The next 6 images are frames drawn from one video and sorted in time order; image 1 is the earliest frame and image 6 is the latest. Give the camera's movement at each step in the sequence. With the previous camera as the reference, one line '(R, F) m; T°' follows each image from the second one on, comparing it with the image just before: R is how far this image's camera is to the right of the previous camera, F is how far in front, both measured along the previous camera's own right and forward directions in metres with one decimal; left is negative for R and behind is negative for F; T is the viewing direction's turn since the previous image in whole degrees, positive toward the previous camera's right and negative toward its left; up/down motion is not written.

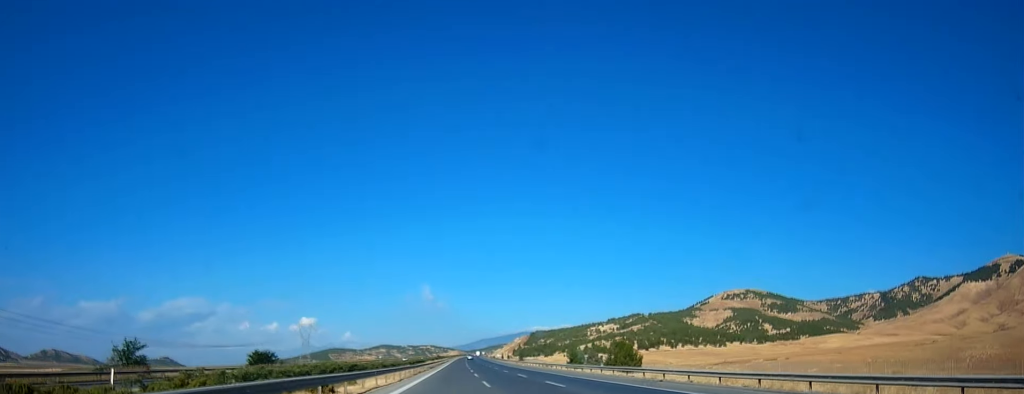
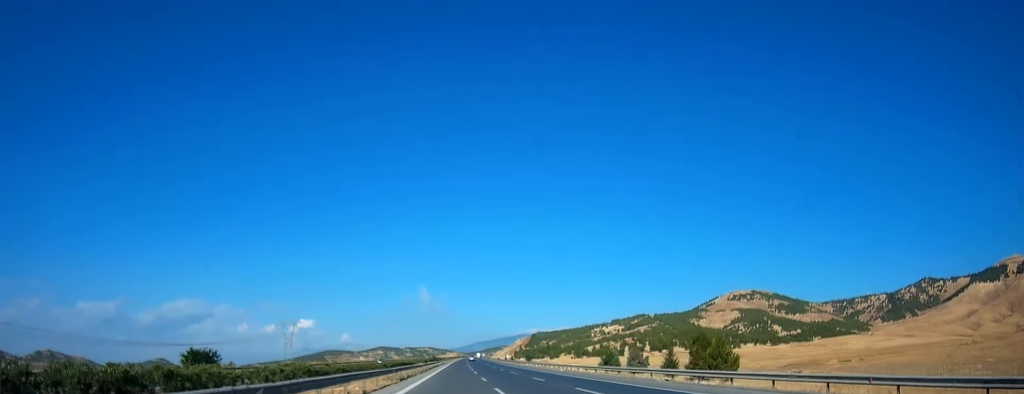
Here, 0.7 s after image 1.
(-0.1, +40.8) m; 0°
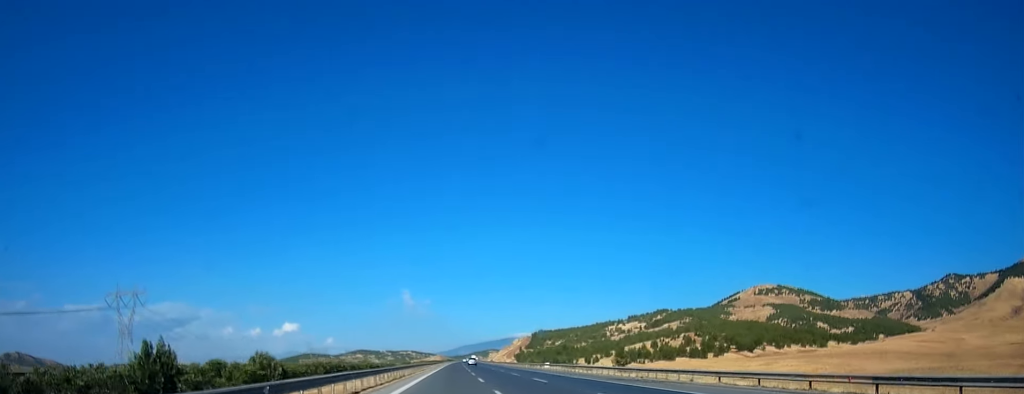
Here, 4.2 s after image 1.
(+3.1, +191.2) m; +1°
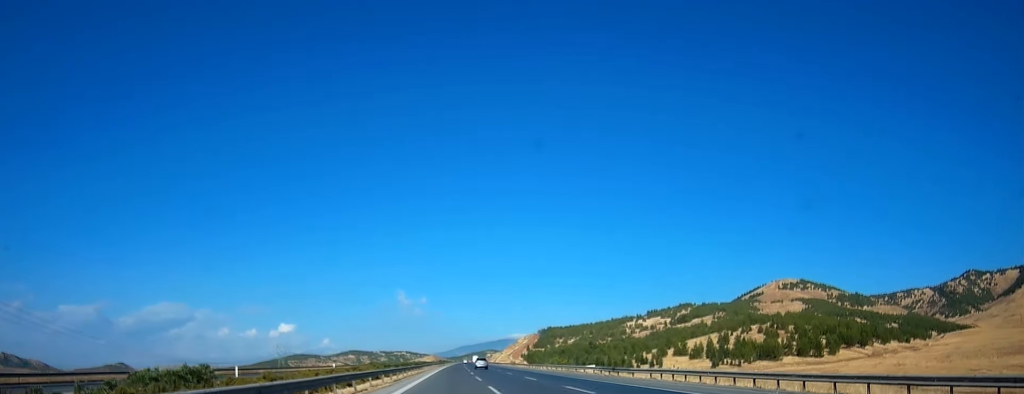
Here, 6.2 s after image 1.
(-0.2, +109.9) m; 0°
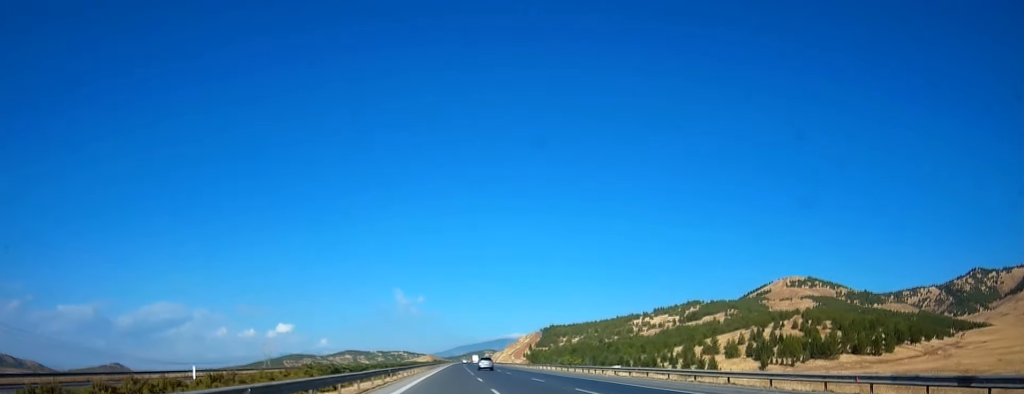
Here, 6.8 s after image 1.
(0.0, +35.5) m; 0°
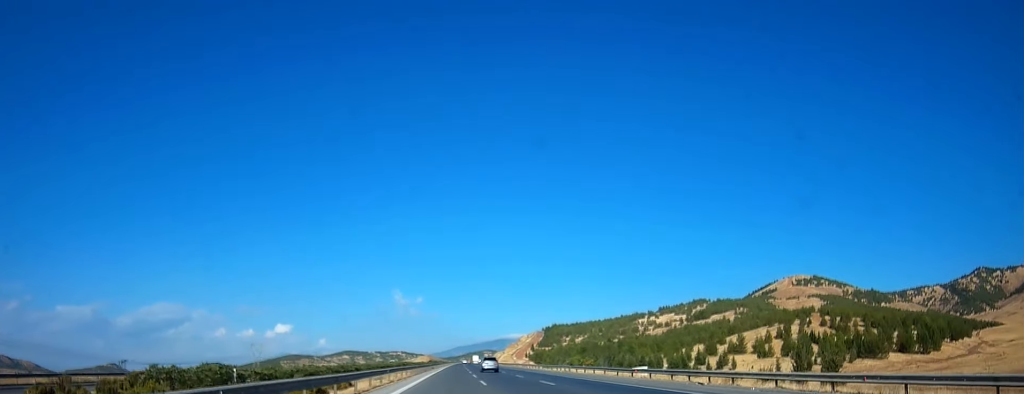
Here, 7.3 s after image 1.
(0.0, +24.6) m; 0°
